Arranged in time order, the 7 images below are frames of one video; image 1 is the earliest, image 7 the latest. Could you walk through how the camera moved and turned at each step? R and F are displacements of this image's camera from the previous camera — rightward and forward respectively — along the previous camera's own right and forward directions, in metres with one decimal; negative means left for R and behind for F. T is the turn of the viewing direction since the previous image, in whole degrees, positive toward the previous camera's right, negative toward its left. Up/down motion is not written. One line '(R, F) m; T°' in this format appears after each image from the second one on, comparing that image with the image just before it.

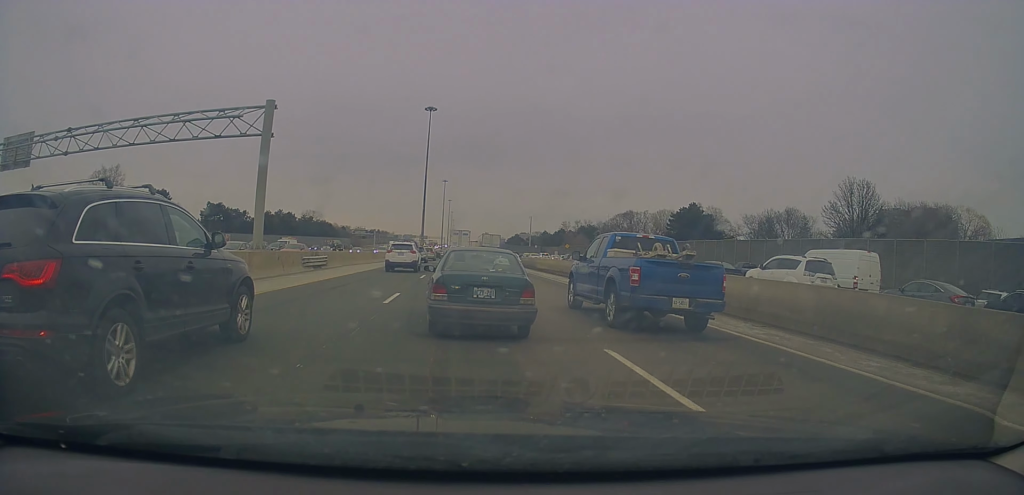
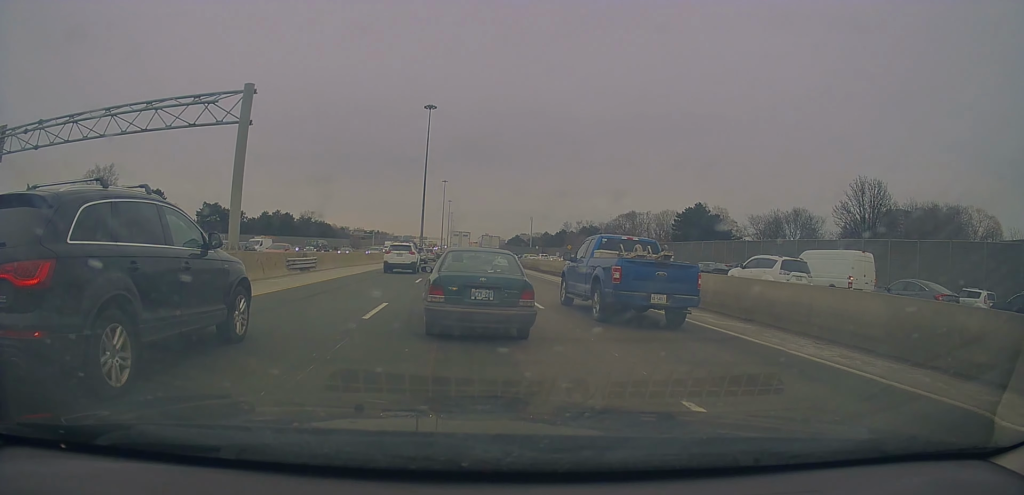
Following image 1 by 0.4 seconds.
(0.0, +2.7) m; 0°
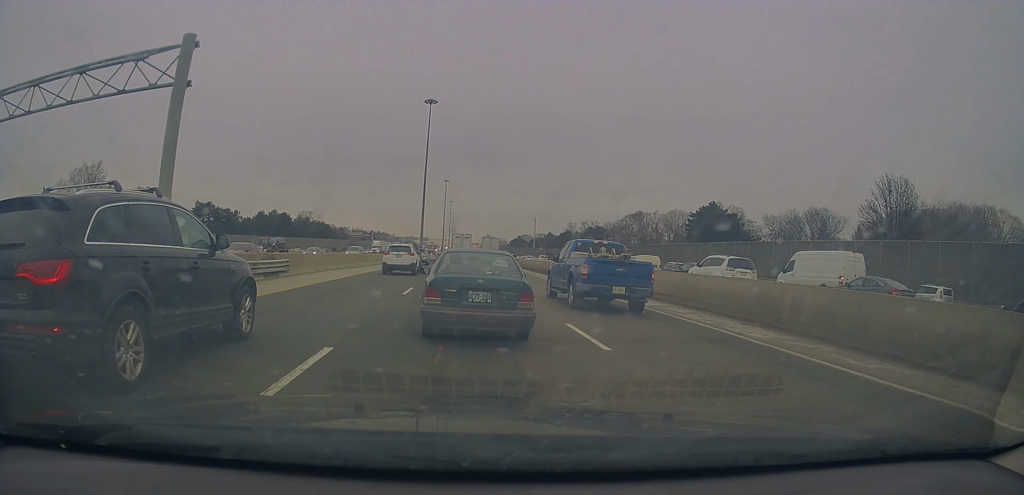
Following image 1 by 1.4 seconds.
(0.0, +5.7) m; 0°
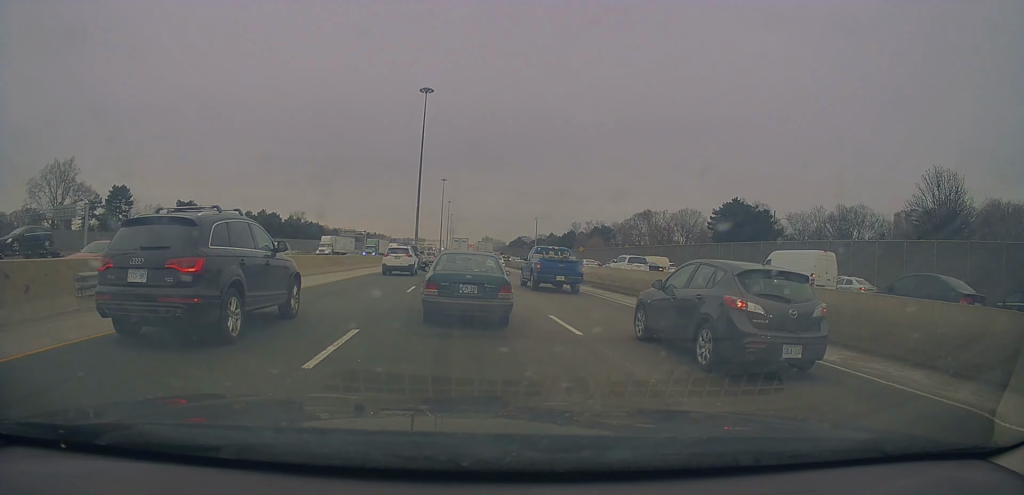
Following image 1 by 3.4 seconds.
(+0.2, +10.7) m; 0°
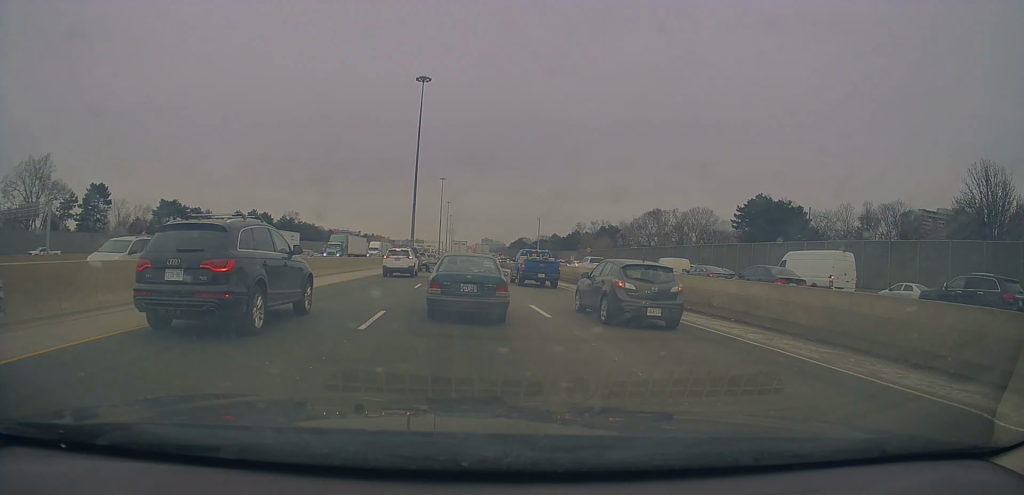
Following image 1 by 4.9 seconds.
(-0.3, +7.1) m; -2°
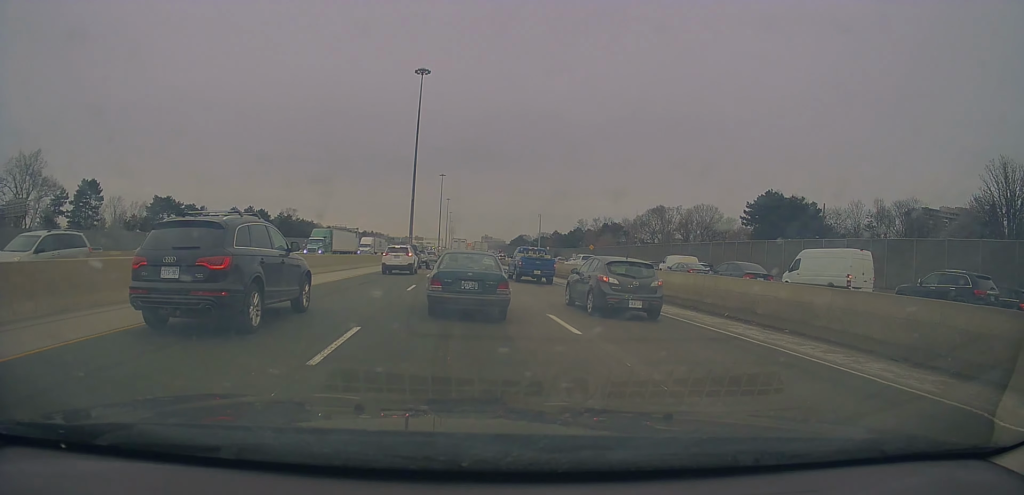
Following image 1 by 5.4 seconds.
(+0.1, +2.4) m; 0°
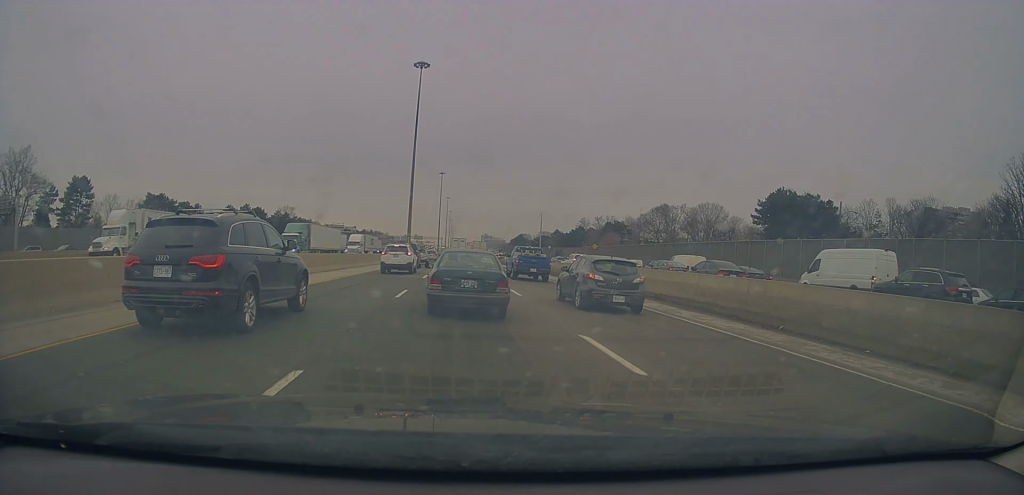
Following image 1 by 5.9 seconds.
(0.0, +2.7) m; +1°
